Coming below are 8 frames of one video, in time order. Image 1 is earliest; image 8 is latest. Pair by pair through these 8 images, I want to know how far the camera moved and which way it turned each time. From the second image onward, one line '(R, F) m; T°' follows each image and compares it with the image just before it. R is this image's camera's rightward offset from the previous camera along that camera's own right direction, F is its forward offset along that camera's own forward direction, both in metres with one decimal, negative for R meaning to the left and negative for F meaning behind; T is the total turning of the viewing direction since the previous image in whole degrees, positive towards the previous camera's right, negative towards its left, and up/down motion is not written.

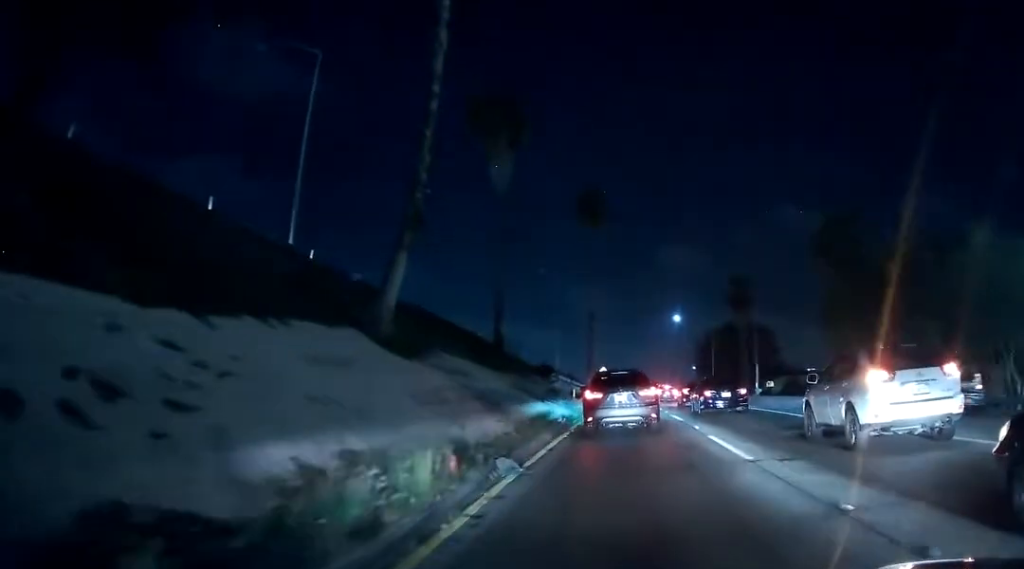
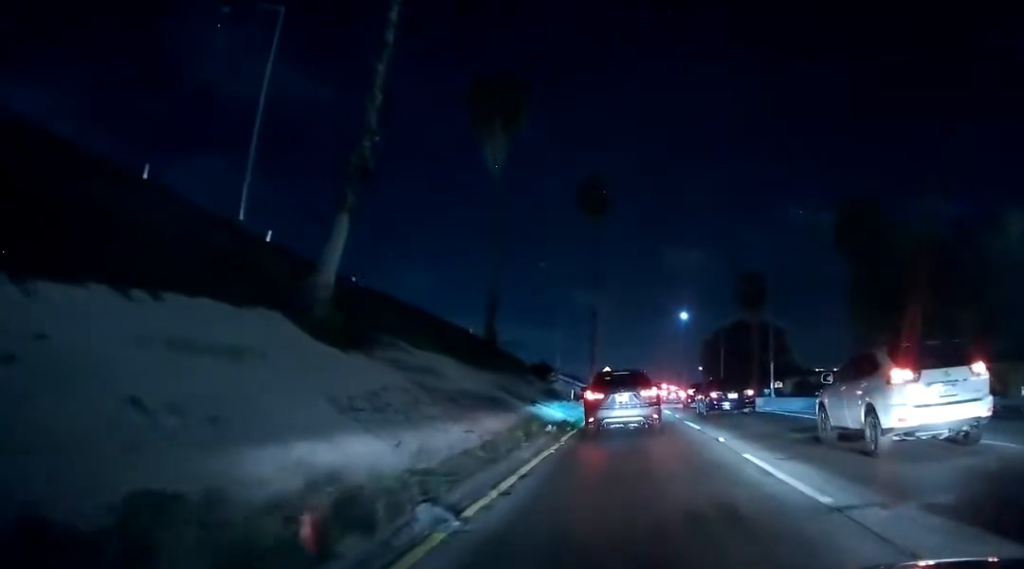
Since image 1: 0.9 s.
(-0.1, +3.8) m; -1°
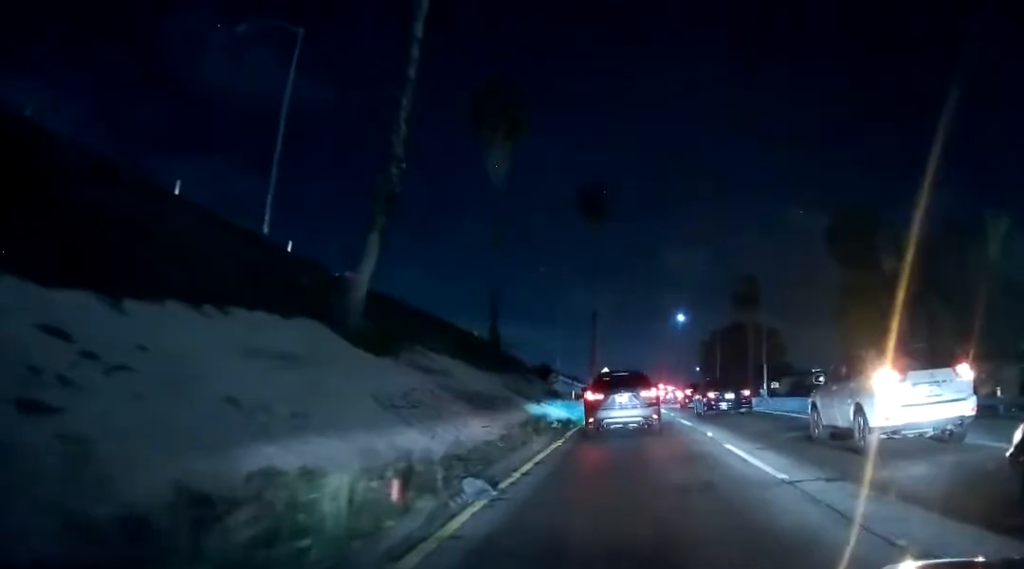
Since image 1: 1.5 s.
(0.0, +2.8) m; +1°
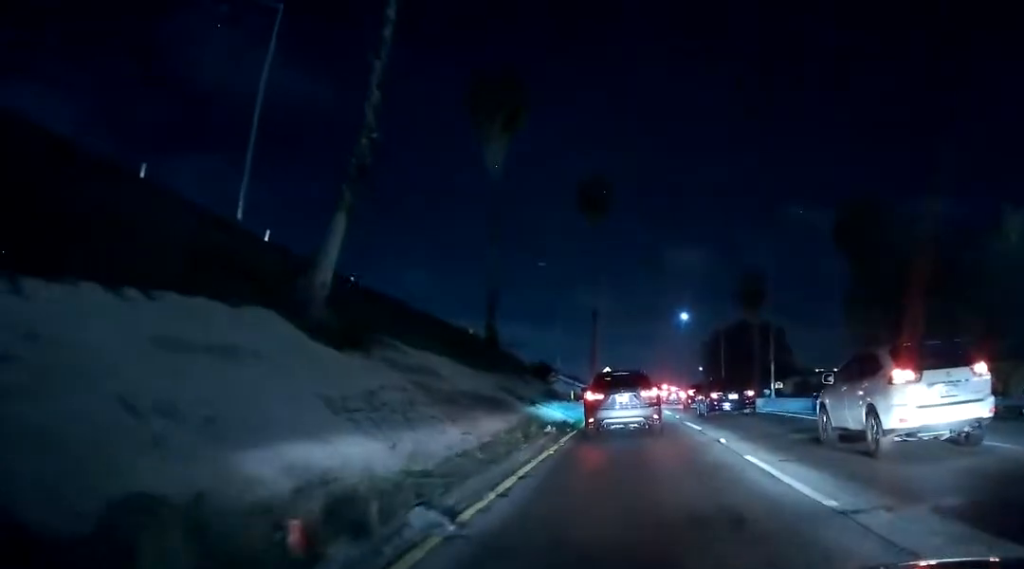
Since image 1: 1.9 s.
(0.0, +2.1) m; 0°
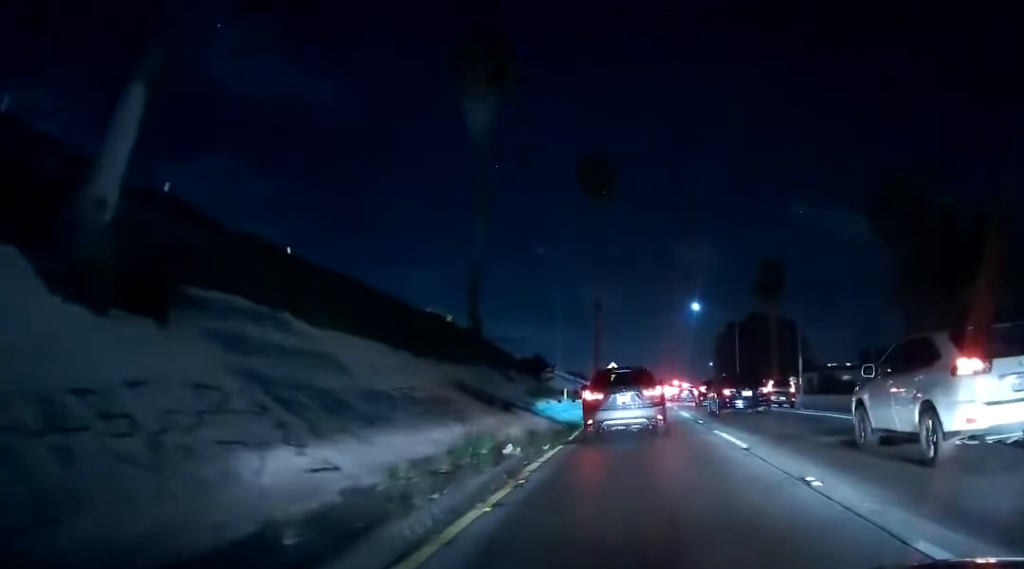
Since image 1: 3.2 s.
(0.0, +6.5) m; -1°
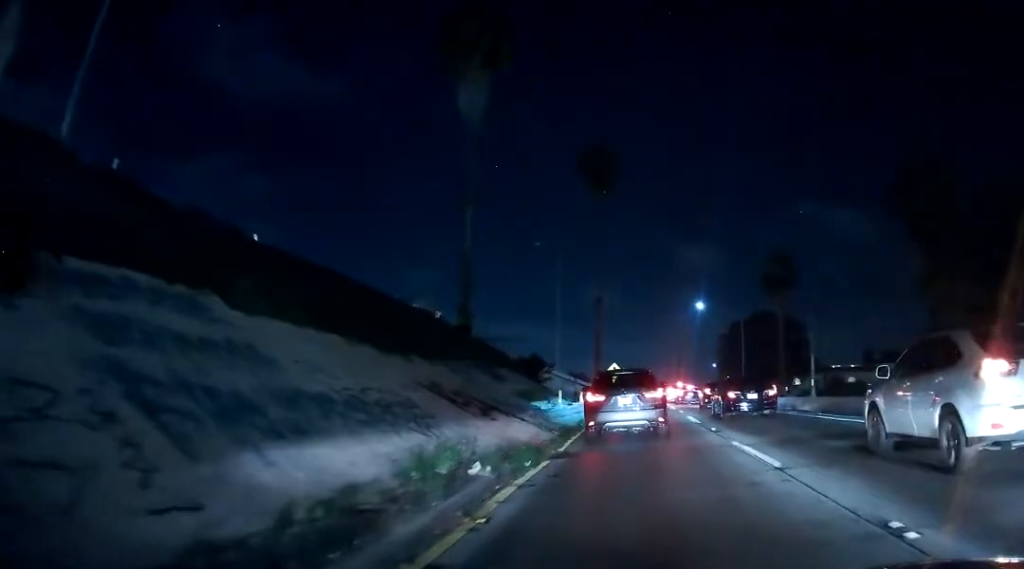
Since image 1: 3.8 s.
(0.0, +2.7) m; -1°
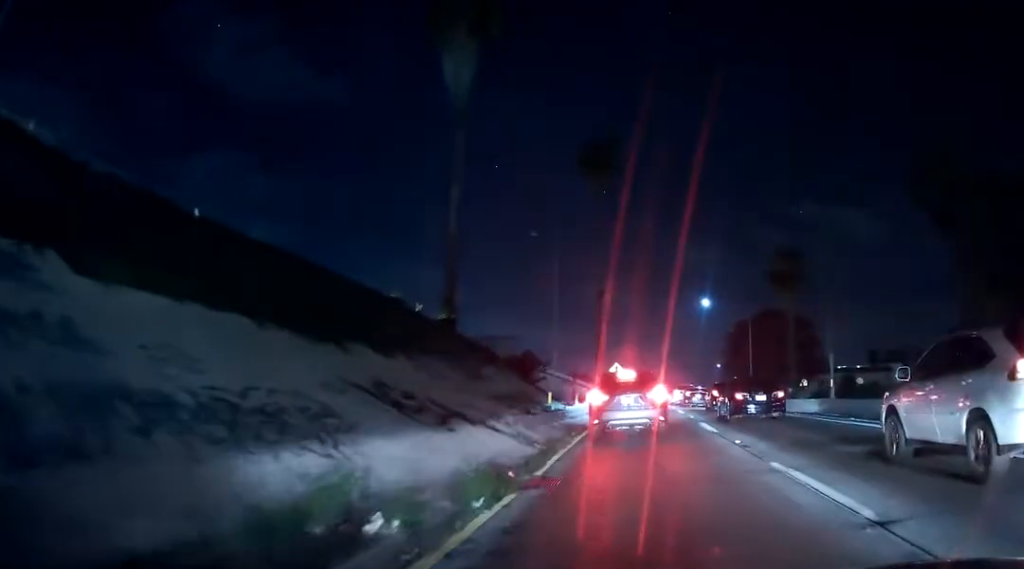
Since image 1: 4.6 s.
(-0.1, +4.2) m; 0°
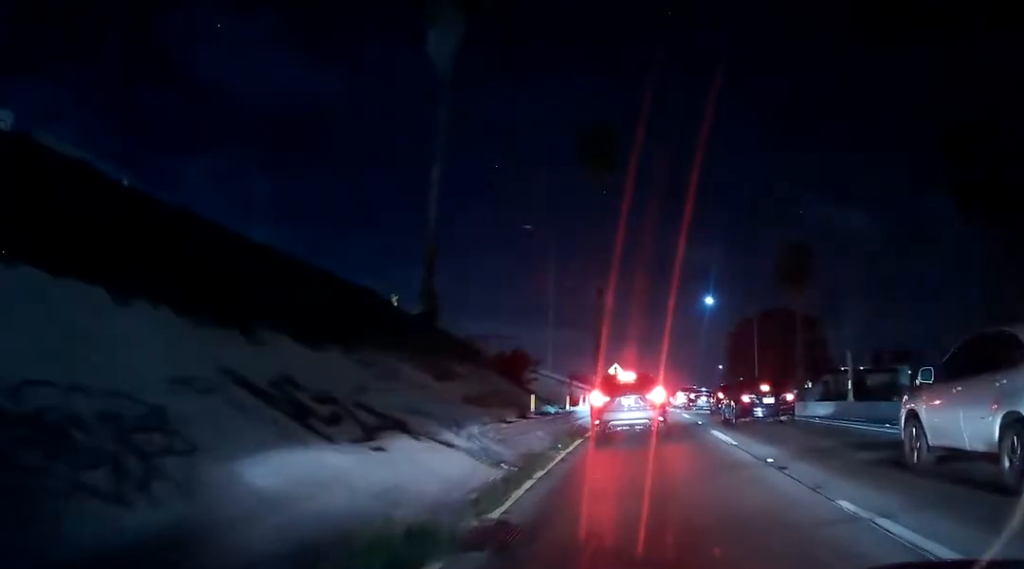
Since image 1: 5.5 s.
(0.0, +3.8) m; 0°
